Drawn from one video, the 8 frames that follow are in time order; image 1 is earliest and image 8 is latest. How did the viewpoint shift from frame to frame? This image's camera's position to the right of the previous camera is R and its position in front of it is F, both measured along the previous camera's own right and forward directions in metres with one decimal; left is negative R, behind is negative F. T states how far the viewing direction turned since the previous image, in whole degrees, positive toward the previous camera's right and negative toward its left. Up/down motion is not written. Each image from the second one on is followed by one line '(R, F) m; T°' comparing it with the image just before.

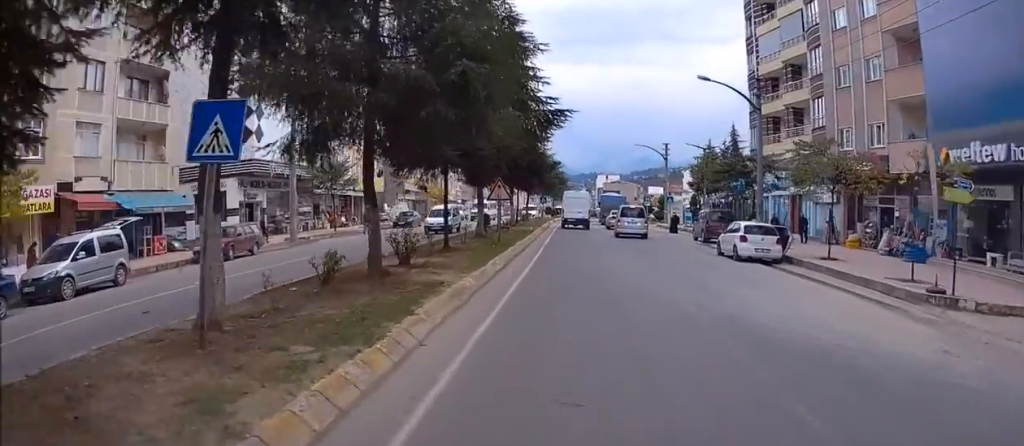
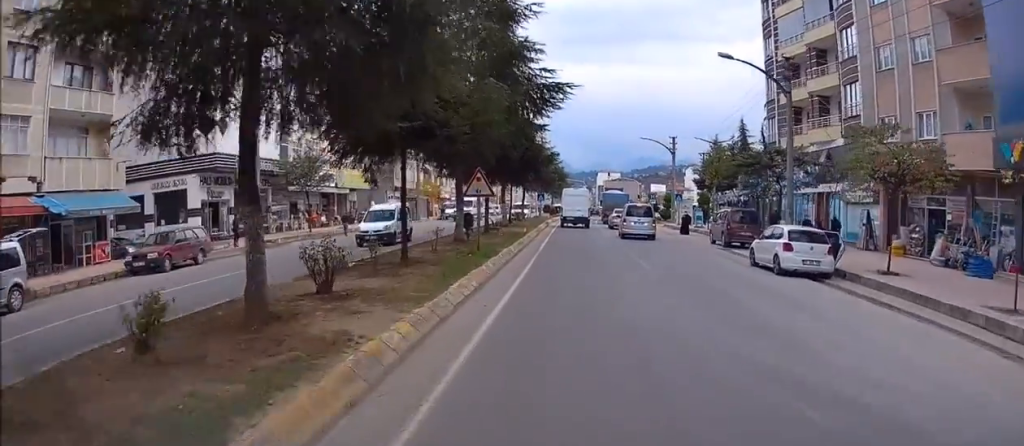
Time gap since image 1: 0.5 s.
(0.0, +4.7) m; -1°
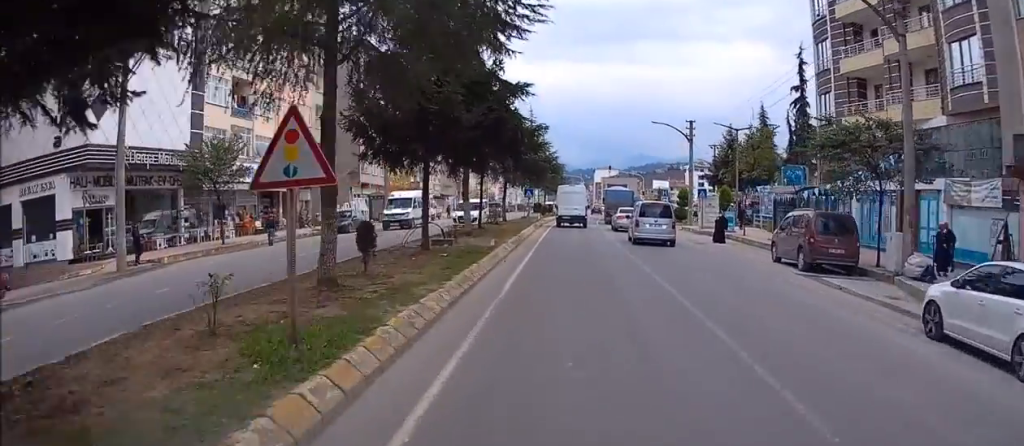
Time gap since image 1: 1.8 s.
(-0.2, +11.6) m; -2°
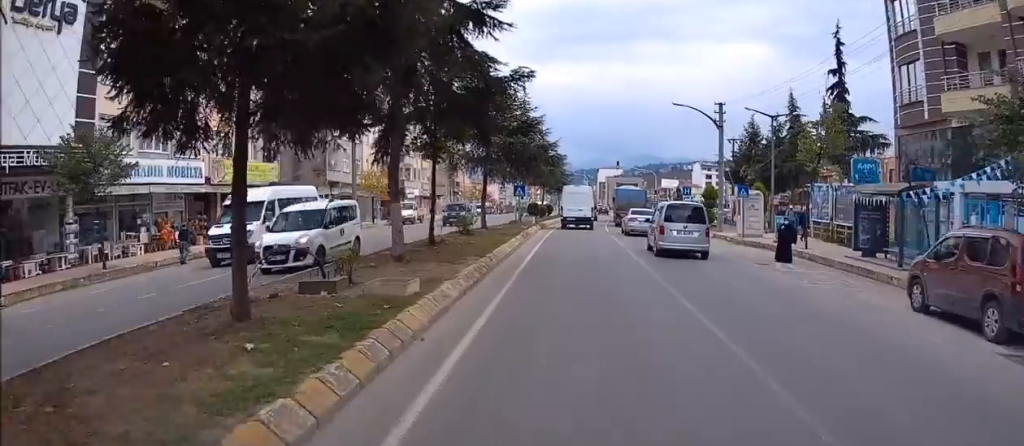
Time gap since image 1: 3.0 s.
(-0.2, +10.2) m; -1°
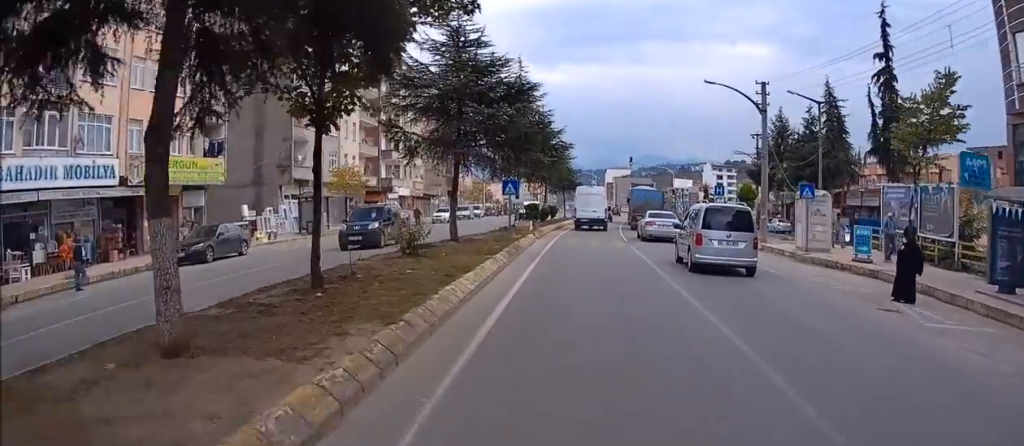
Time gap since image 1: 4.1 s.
(+0.1, +8.7) m; +2°
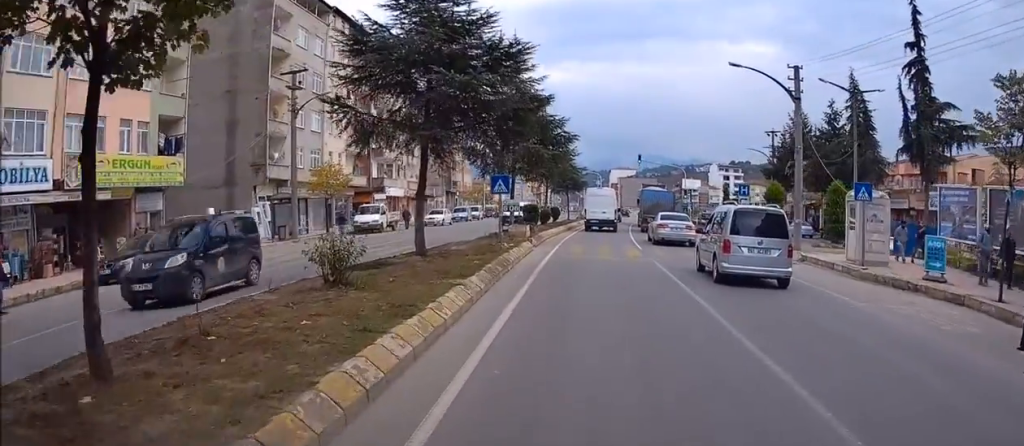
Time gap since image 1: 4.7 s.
(+0.1, +4.8) m; +1°
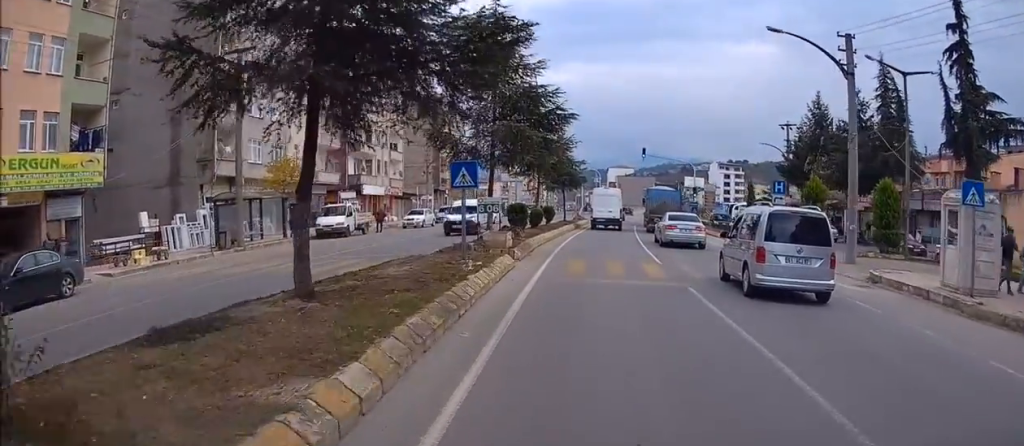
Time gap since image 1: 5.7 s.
(0.0, +6.7) m; 0°
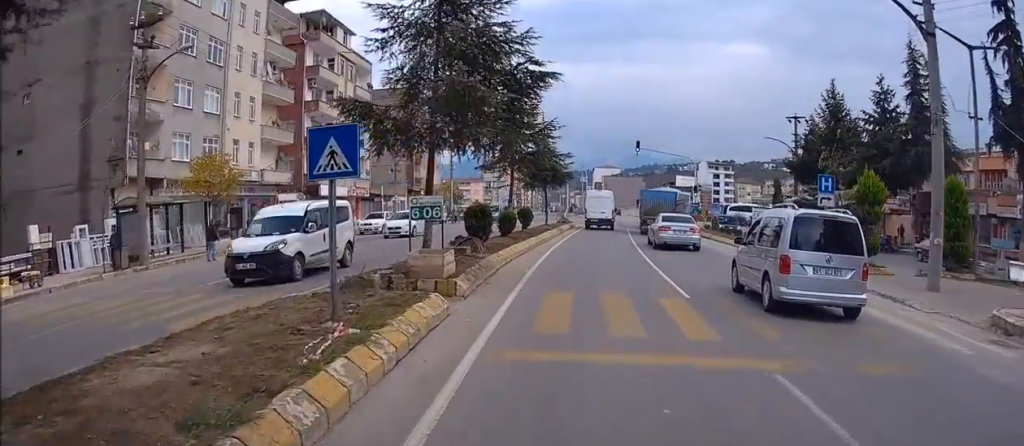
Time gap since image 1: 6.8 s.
(+0.1, +7.5) m; 0°
